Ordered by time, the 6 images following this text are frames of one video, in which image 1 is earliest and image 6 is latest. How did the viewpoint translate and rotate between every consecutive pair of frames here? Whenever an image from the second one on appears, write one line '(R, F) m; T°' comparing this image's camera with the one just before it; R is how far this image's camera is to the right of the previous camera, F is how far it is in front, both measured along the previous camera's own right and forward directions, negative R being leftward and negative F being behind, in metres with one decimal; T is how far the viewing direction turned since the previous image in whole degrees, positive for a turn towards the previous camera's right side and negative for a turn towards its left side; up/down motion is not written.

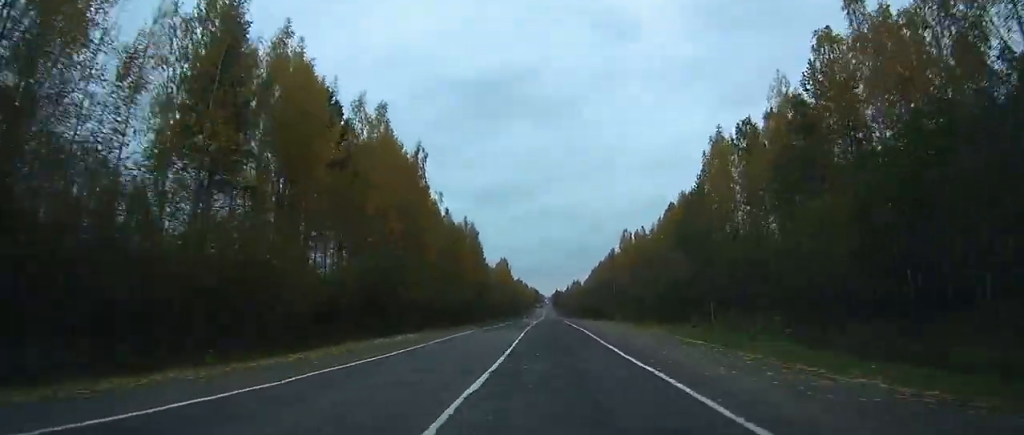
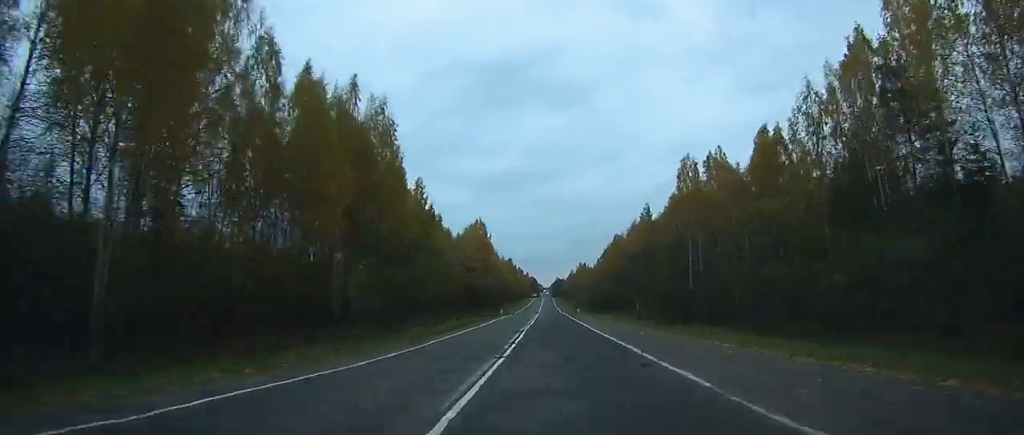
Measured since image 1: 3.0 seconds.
(-0.3, +74.2) m; 0°
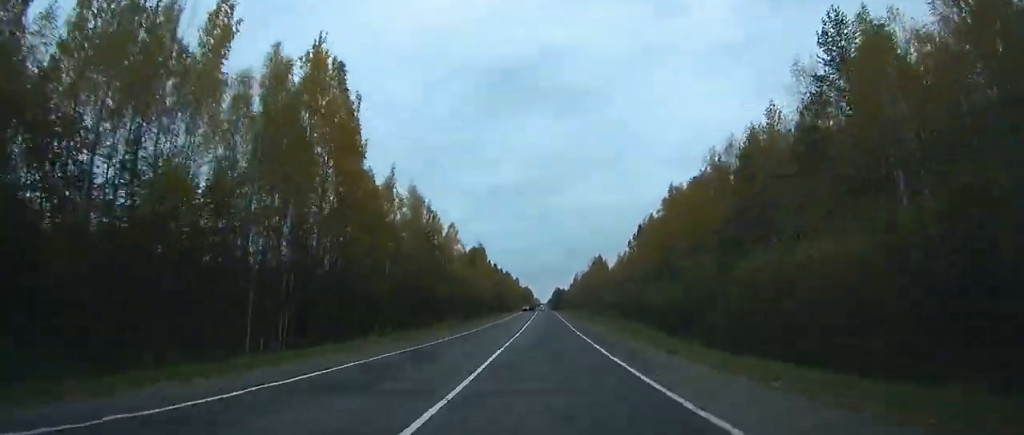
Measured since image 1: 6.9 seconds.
(0.0, +98.2) m; 0°
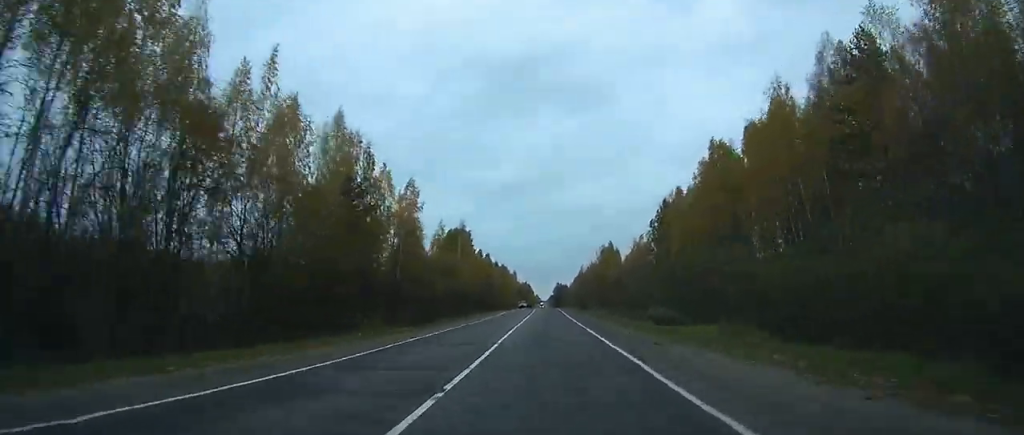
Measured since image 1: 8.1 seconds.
(0.0, +30.3) m; 0°
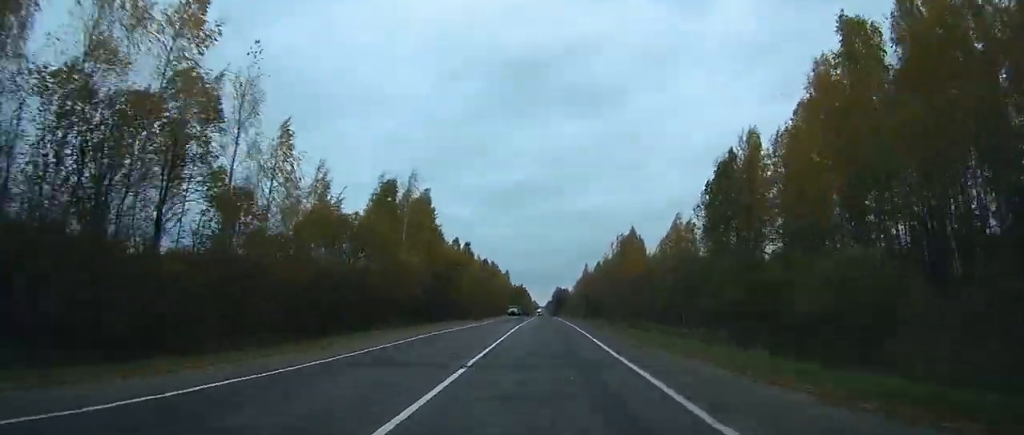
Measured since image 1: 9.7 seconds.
(0.0, +42.7) m; 0°
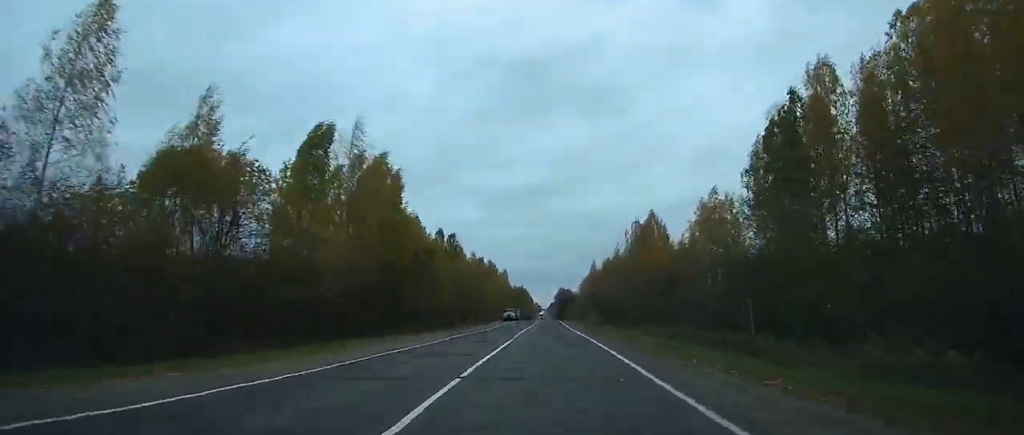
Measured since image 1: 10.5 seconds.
(0.0, +20.8) m; 0°
